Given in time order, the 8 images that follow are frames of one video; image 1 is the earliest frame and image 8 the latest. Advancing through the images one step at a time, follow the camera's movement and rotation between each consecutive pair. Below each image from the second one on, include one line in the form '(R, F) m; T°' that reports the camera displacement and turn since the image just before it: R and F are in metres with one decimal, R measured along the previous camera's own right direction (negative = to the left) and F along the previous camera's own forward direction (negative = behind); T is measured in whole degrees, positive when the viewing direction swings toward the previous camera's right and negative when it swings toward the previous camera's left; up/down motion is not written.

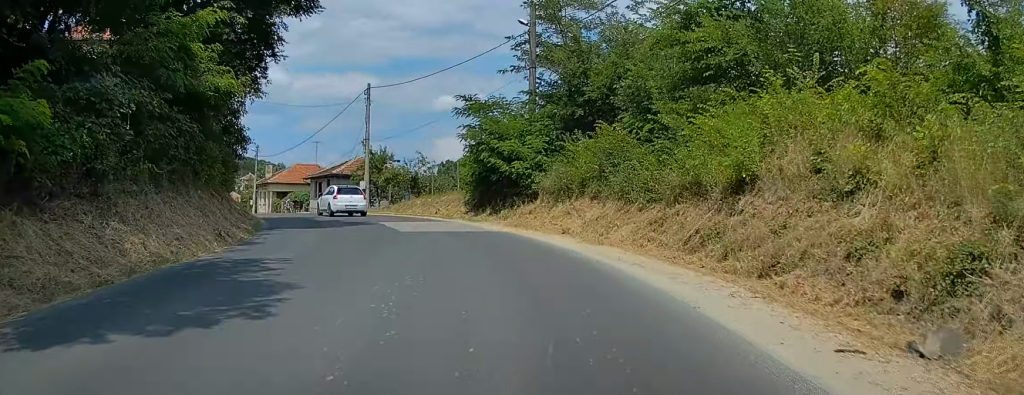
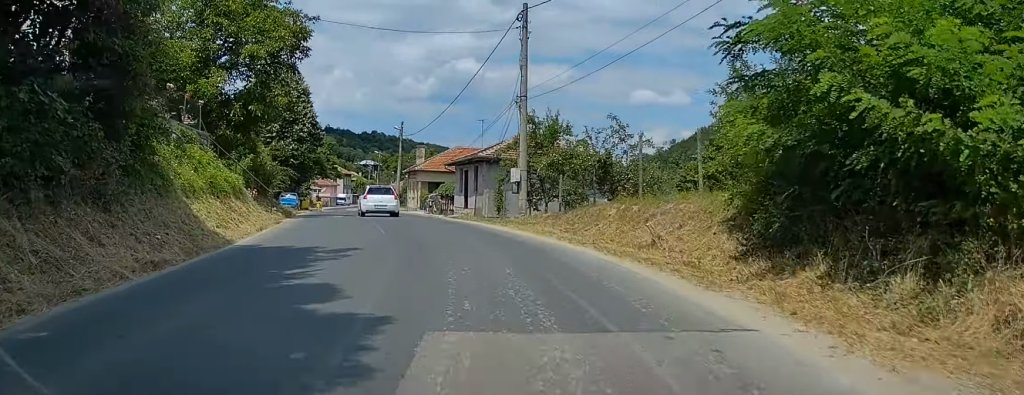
(-2.5, +19.9) m; -15°
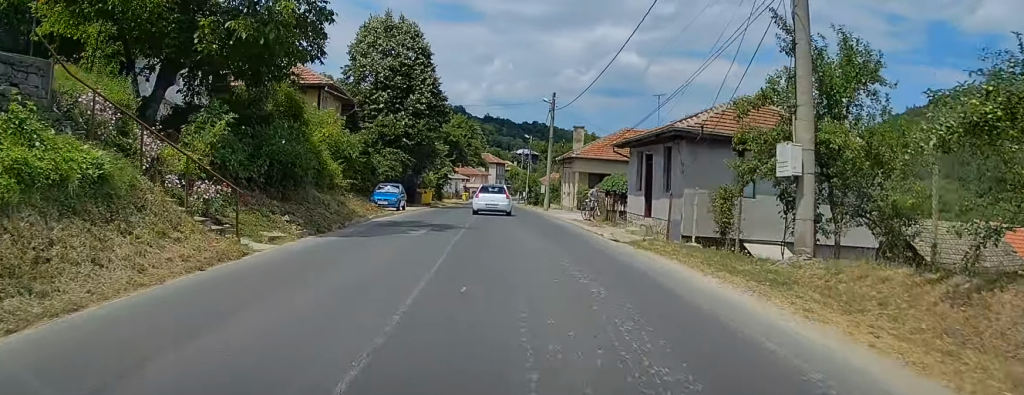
(-1.7, +15.8) m; -10°
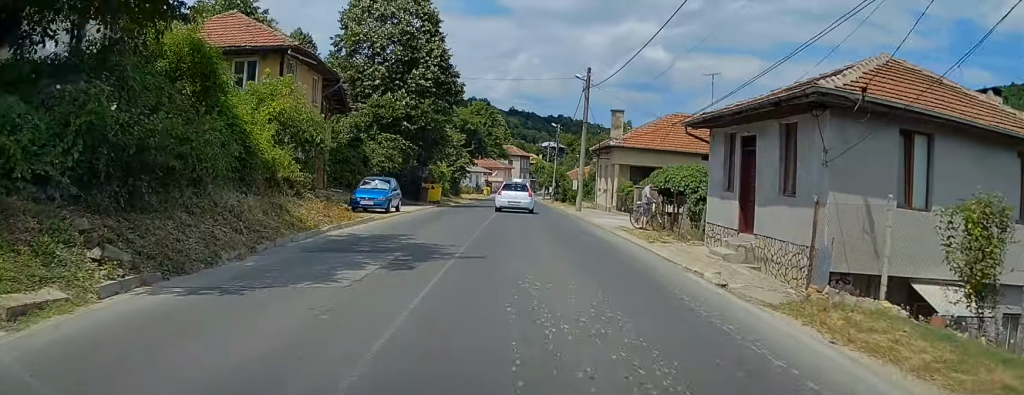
(-0.3, +8.9) m; -3°
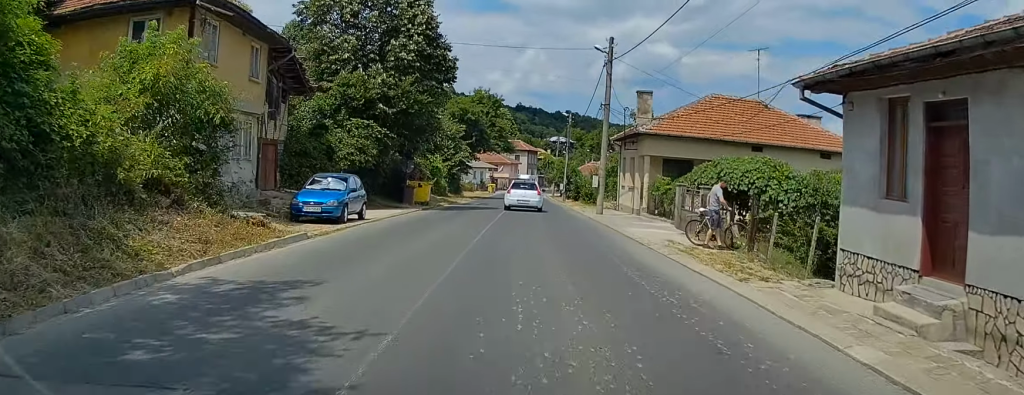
(-0.2, +8.1) m; -1°
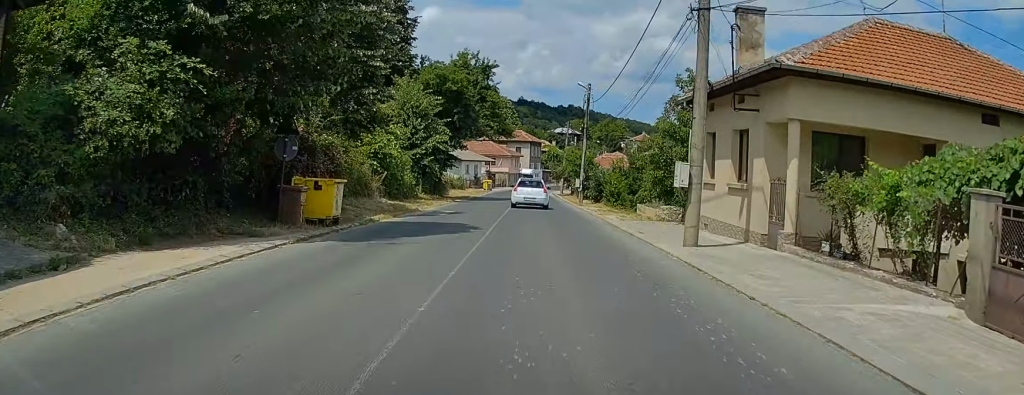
(0.0, +18.0) m; +1°
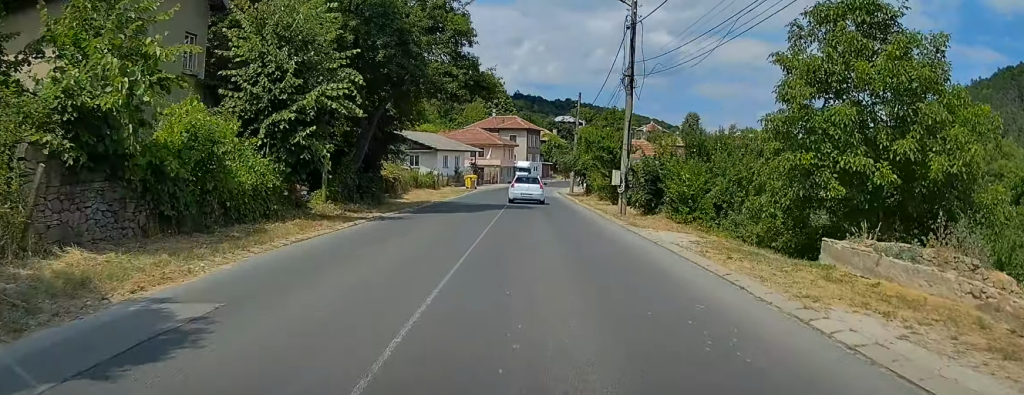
(+0.3, +22.4) m; +1°
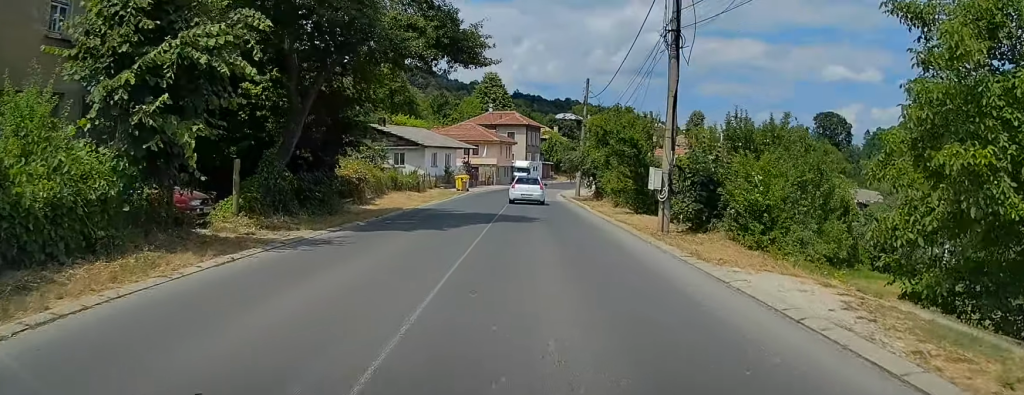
(0.0, +8.2) m; 0°
